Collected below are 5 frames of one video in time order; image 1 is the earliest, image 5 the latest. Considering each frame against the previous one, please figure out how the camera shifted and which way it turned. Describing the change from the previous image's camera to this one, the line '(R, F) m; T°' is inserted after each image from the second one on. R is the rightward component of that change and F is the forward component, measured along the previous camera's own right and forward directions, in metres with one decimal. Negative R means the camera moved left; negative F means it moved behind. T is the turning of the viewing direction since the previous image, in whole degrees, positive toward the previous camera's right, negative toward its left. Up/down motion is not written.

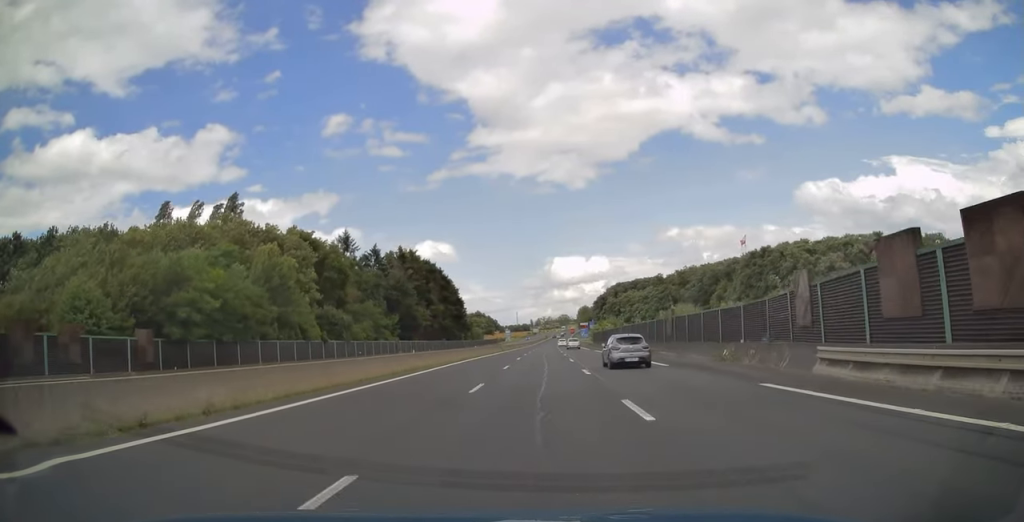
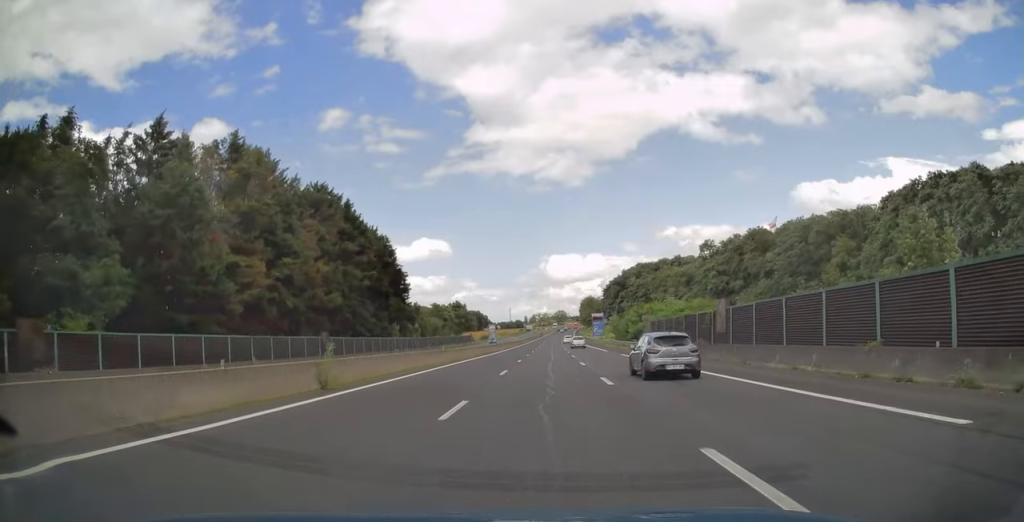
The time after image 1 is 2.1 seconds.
(-0.2, +71.0) m; +1°
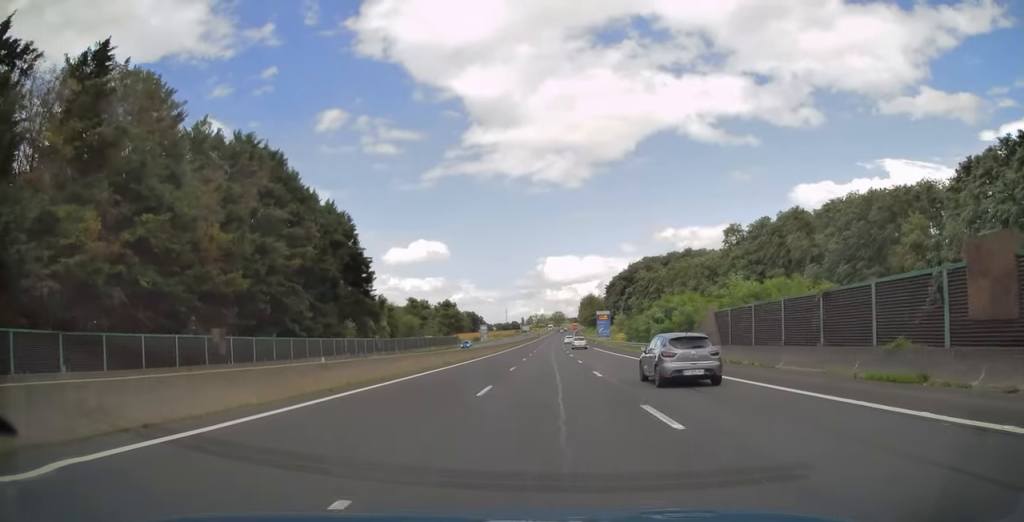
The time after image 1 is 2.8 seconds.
(+0.3, +21.3) m; +1°
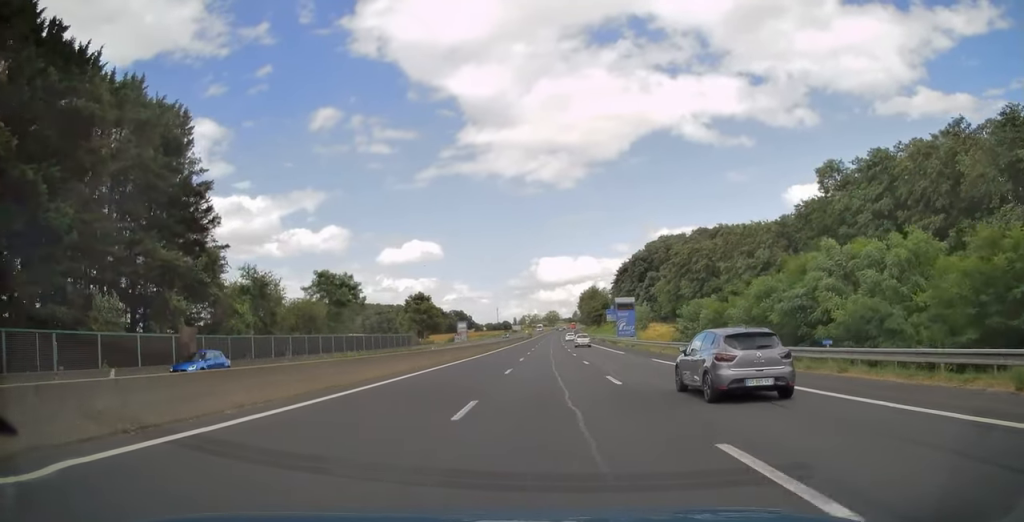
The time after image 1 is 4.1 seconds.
(+0.2, +43.8) m; 0°
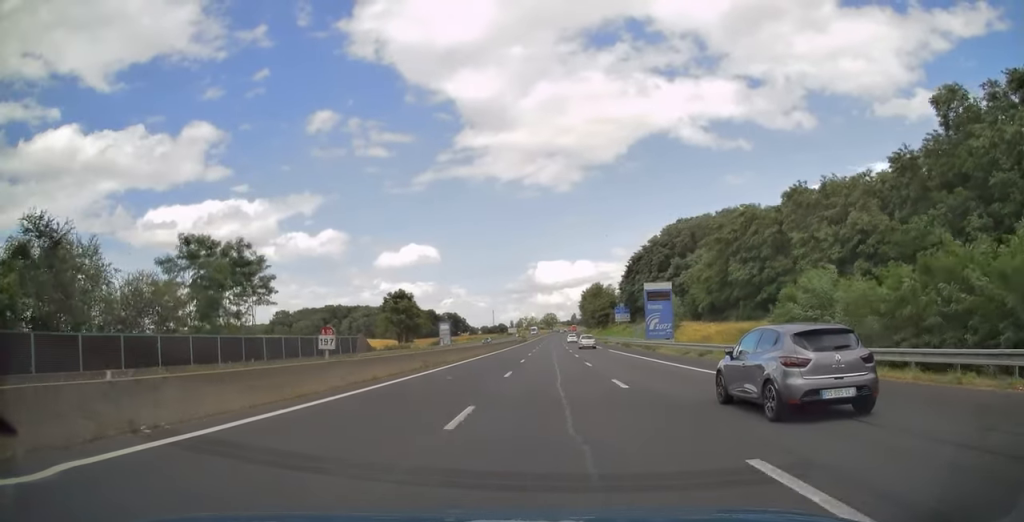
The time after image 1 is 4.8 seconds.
(-0.1, +27.0) m; +1°
